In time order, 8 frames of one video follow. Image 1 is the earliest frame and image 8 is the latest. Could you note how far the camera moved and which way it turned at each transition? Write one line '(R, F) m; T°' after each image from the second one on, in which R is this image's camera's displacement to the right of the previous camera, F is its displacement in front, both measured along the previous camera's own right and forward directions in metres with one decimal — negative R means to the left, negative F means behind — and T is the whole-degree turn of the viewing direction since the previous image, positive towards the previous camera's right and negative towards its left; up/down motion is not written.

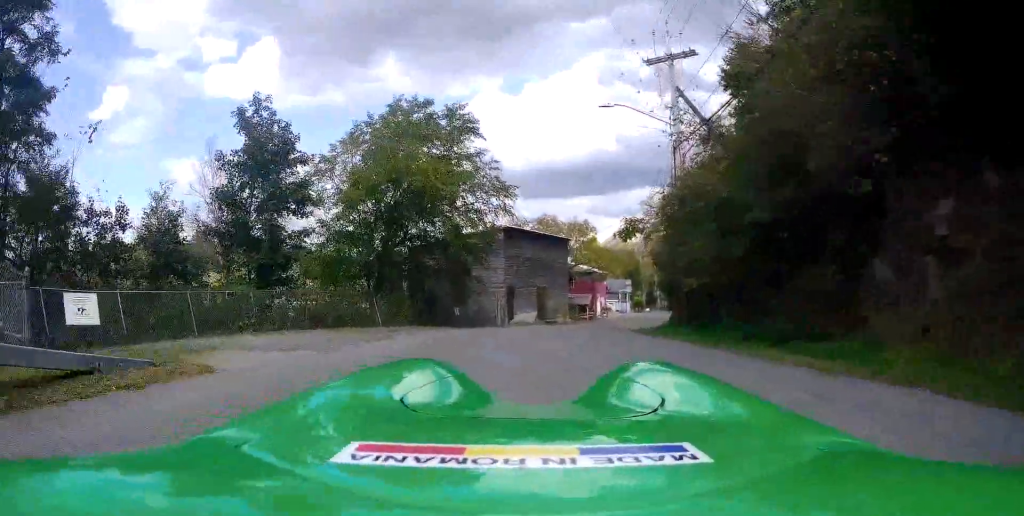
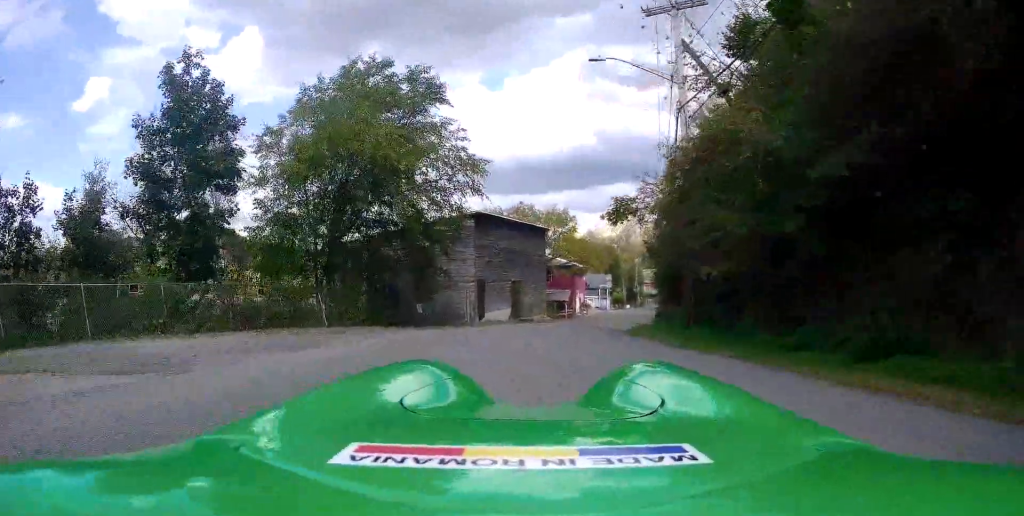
(+0.1, +4.1) m; +1°
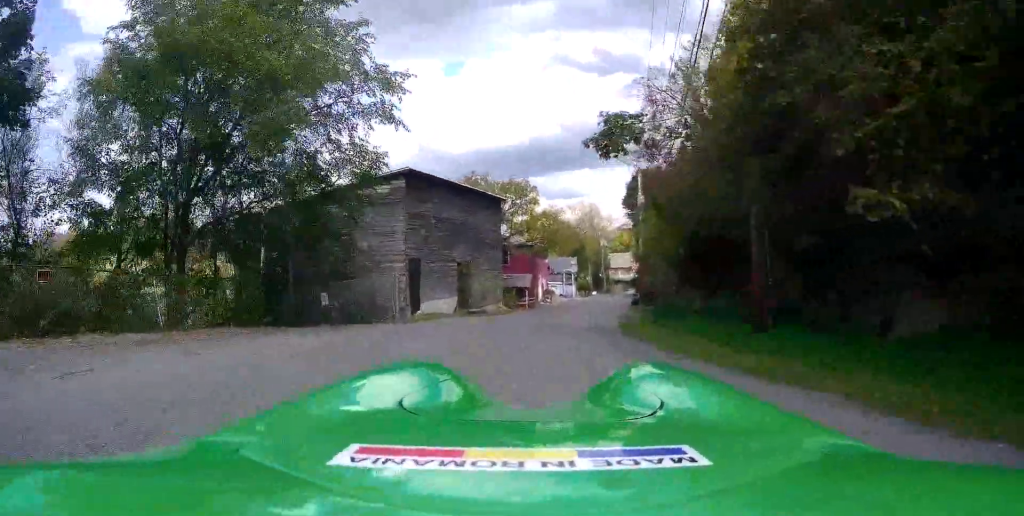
(+0.3, +8.6) m; +2°
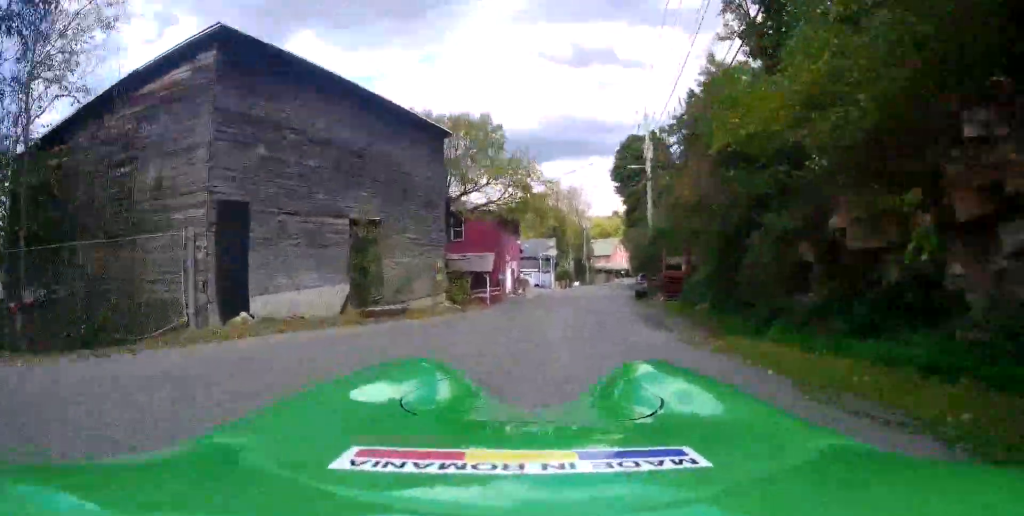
(+0.1, +14.8) m; +7°
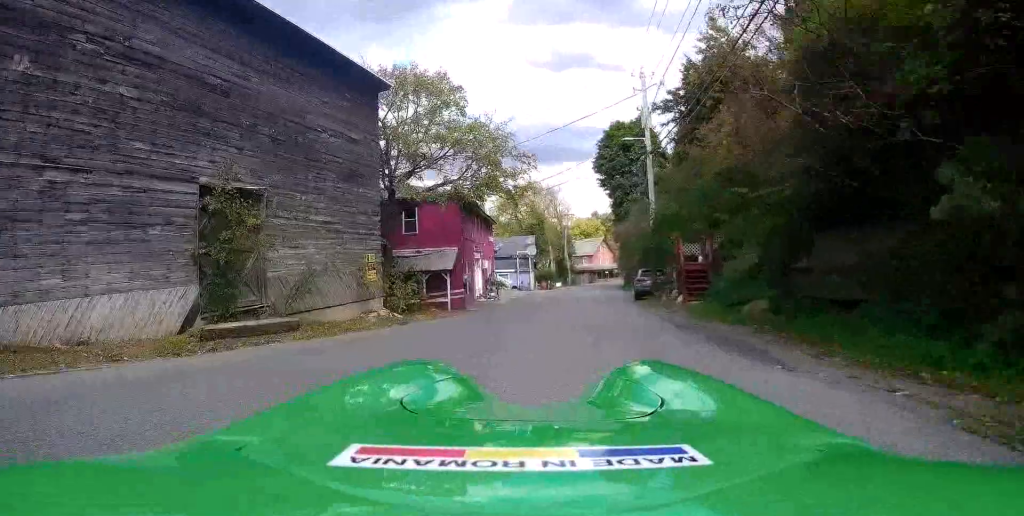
(+0.7, +7.1) m; +4°
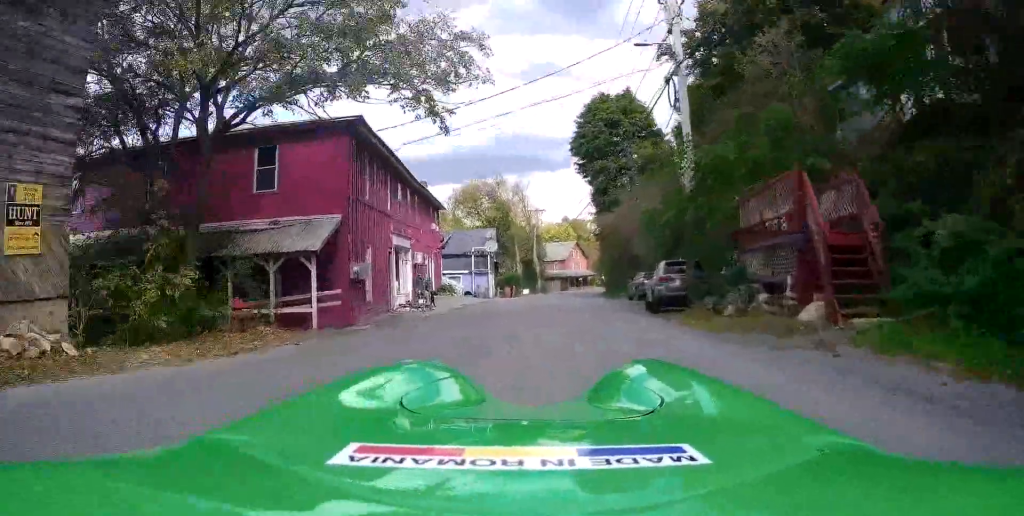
(+0.3, +12.0) m; 0°
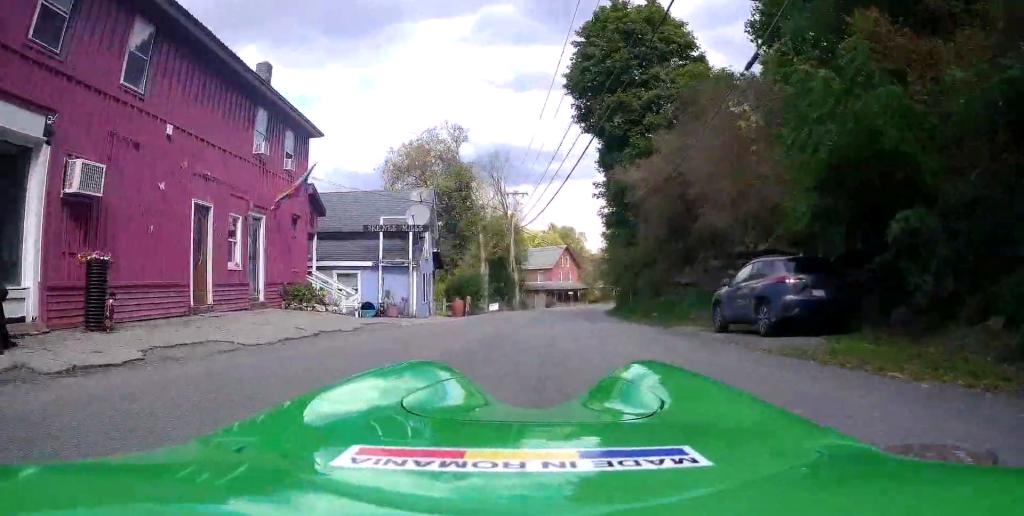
(-0.1, +19.9) m; 0°
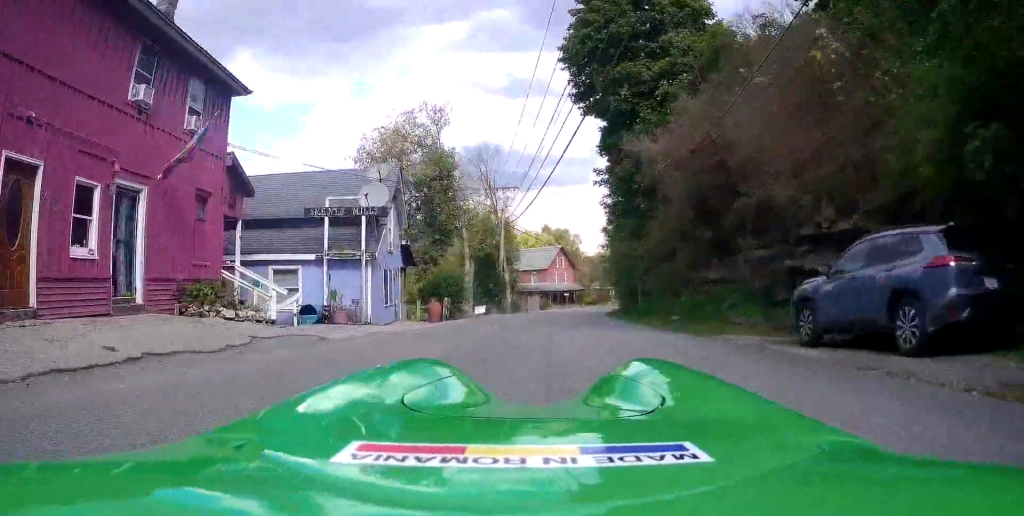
(0.0, +4.7) m; 0°
